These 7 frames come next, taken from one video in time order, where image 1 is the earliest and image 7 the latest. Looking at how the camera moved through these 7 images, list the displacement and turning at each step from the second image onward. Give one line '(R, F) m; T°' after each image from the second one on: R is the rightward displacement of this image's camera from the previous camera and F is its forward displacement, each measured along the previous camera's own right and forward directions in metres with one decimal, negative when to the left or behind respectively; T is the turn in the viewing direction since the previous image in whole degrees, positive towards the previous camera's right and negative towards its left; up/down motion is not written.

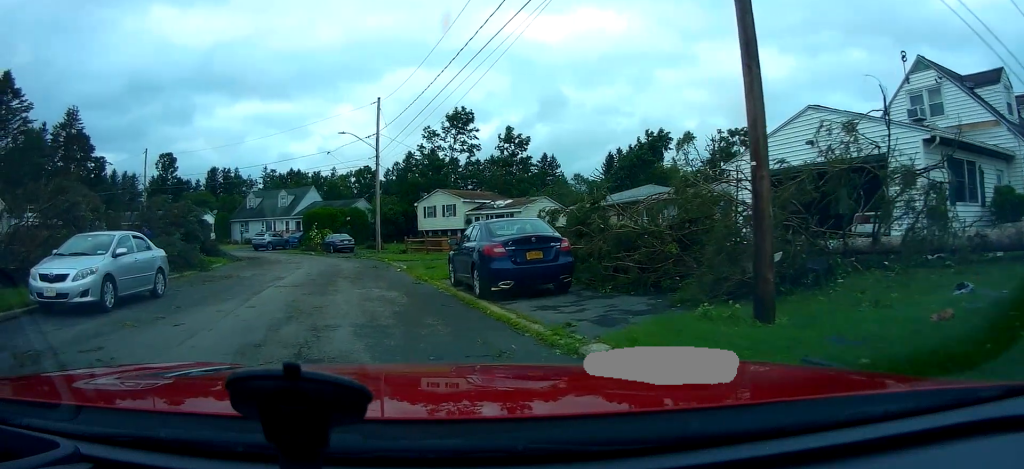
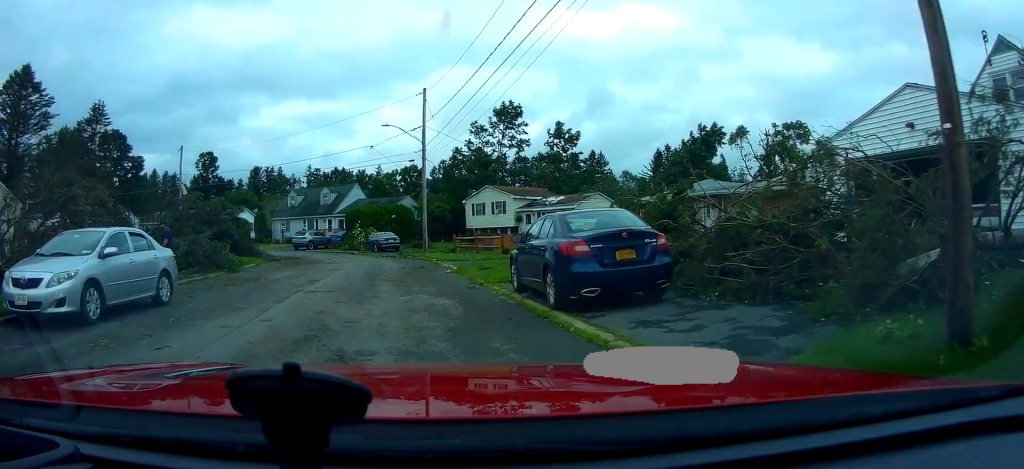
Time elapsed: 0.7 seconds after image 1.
(0.0, +2.3) m; -2°
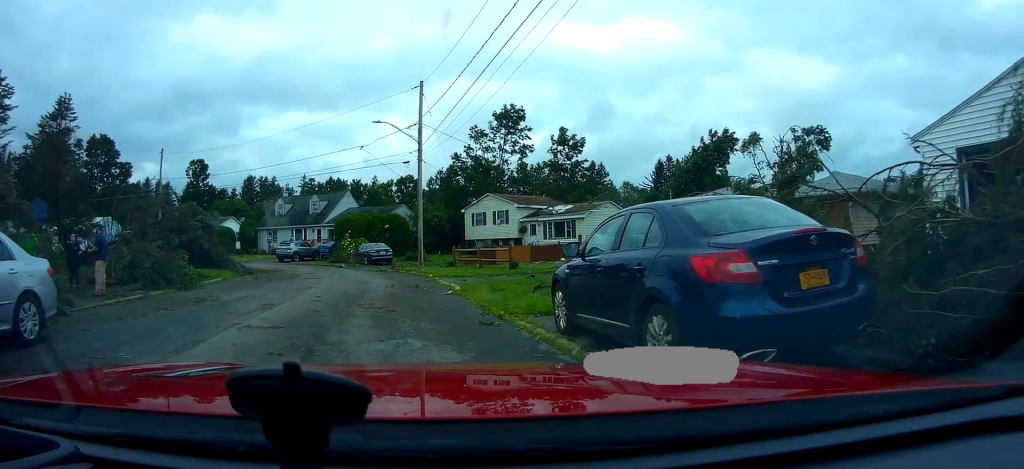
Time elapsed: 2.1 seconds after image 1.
(-0.3, +4.3) m; 0°
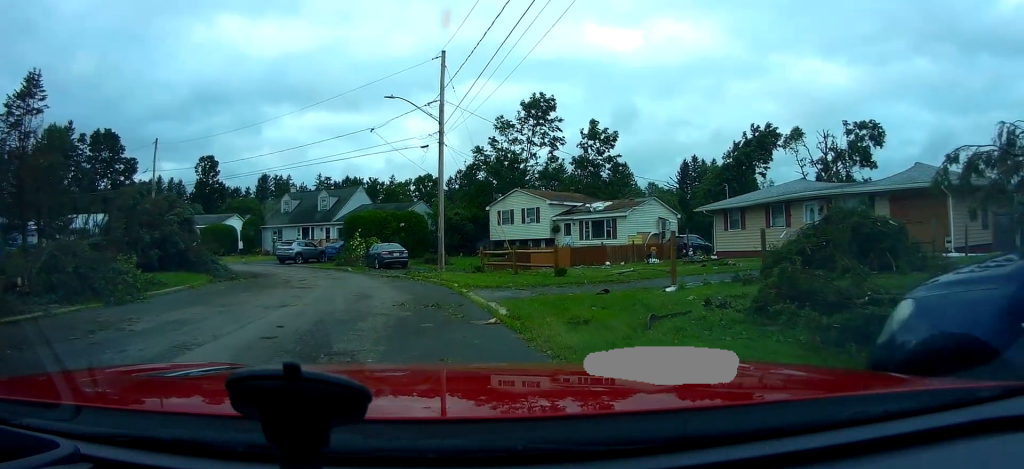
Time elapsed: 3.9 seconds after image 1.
(+0.2, +5.3) m; +1°
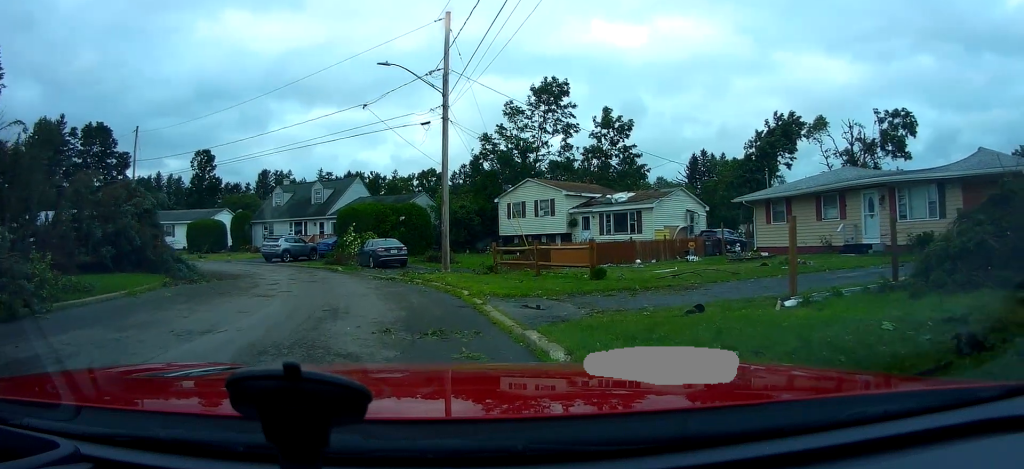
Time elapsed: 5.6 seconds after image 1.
(+0.4, +4.1) m; +6°
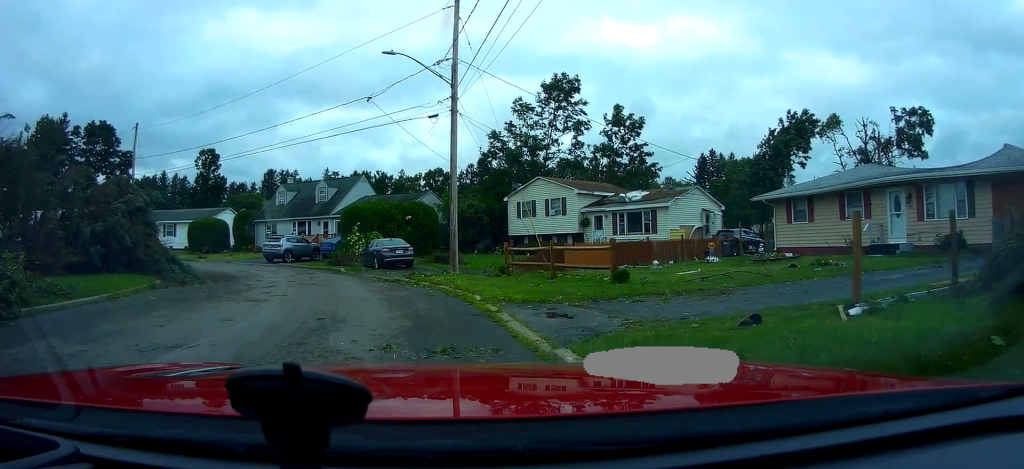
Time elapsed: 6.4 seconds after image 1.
(-0.4, +1.2) m; 0°
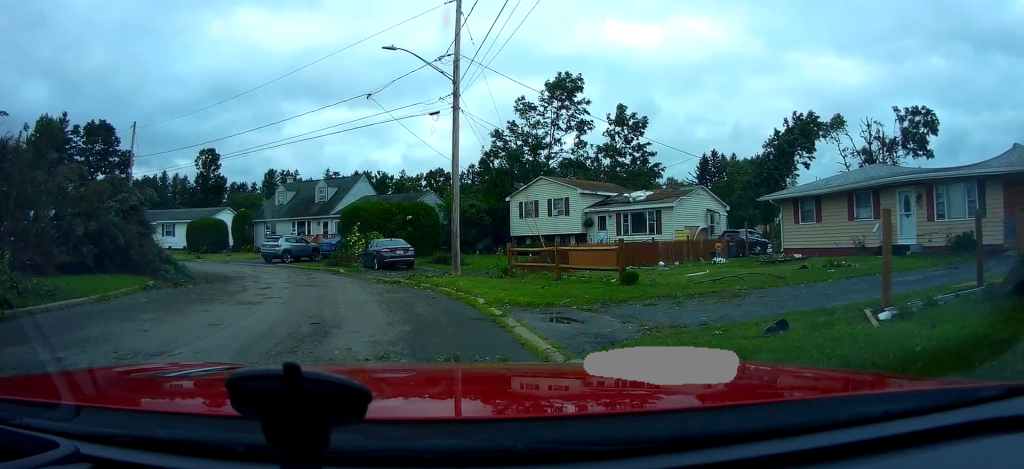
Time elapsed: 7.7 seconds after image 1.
(-0.2, +0.6) m; 0°
